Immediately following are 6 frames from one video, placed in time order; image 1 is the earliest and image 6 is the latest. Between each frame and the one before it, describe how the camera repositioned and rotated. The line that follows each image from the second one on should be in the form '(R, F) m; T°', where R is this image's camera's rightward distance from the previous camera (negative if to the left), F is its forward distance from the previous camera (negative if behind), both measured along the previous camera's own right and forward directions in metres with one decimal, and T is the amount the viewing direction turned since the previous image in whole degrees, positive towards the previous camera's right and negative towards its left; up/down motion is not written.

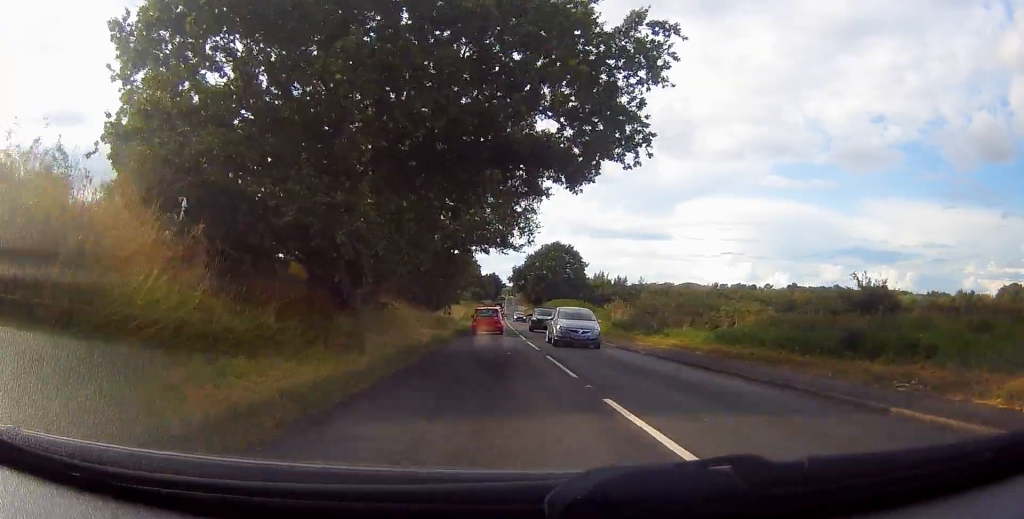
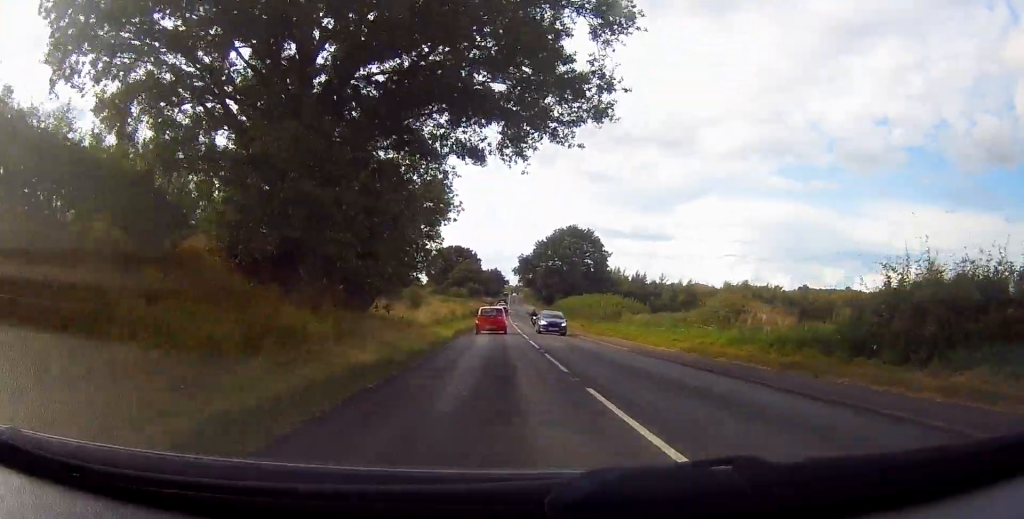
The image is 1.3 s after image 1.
(0.0, +24.8) m; 0°
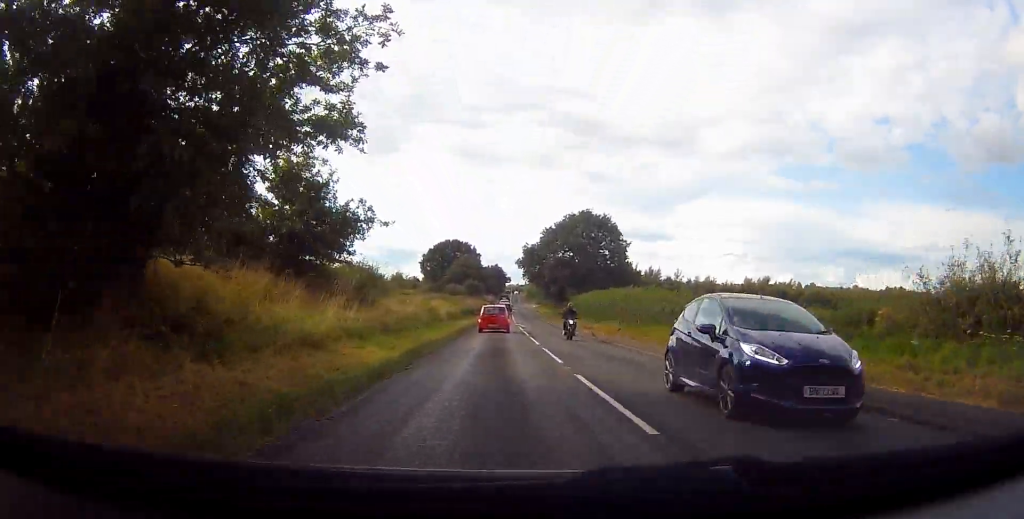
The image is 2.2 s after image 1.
(0.0, +15.5) m; -1°
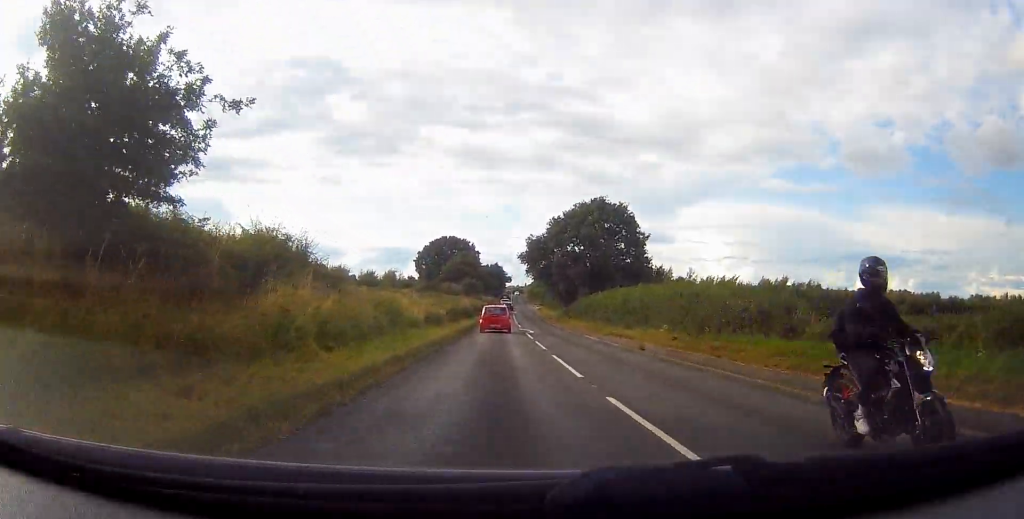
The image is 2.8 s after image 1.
(-0.2, +11.8) m; 0°
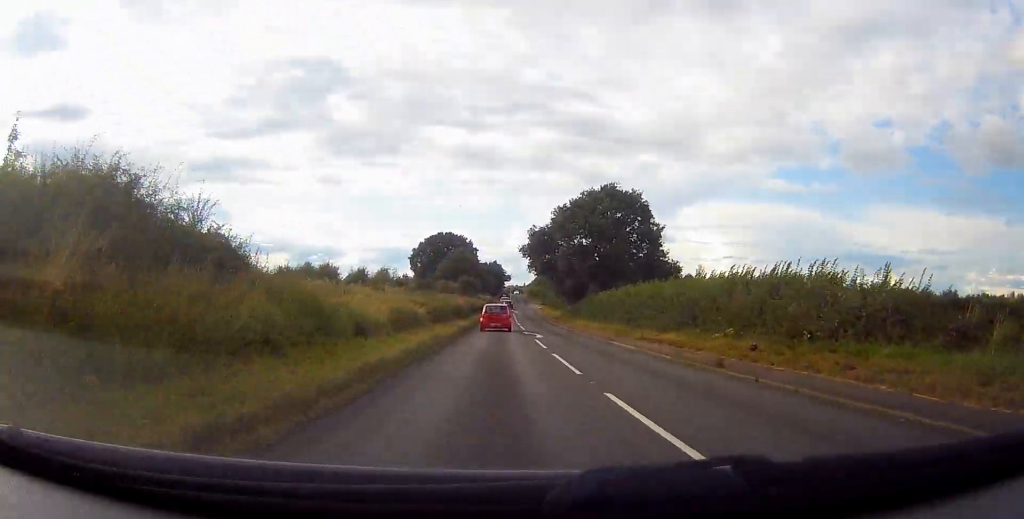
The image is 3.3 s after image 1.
(0.0, +8.3) m; 0°
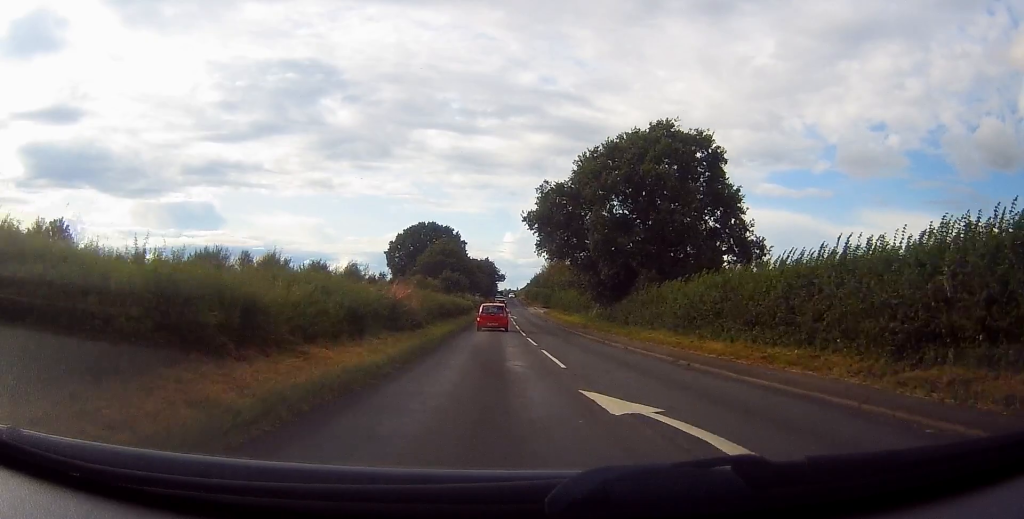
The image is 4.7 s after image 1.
(+0.5, +26.1) m; +1°
